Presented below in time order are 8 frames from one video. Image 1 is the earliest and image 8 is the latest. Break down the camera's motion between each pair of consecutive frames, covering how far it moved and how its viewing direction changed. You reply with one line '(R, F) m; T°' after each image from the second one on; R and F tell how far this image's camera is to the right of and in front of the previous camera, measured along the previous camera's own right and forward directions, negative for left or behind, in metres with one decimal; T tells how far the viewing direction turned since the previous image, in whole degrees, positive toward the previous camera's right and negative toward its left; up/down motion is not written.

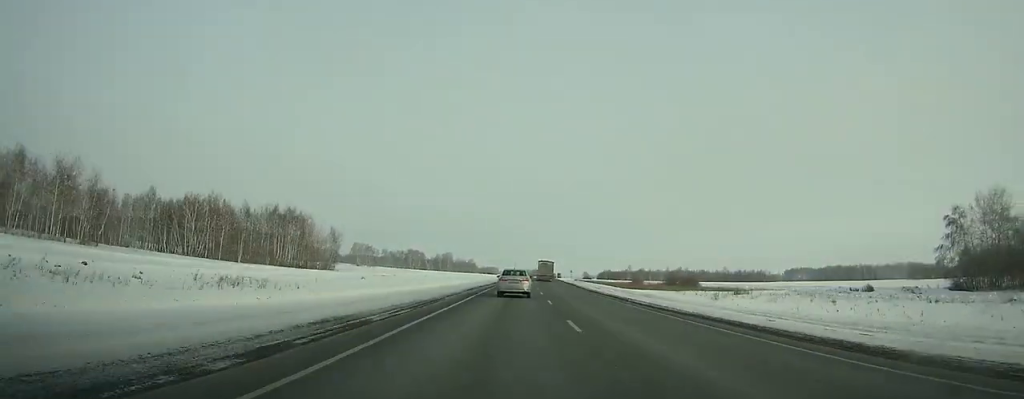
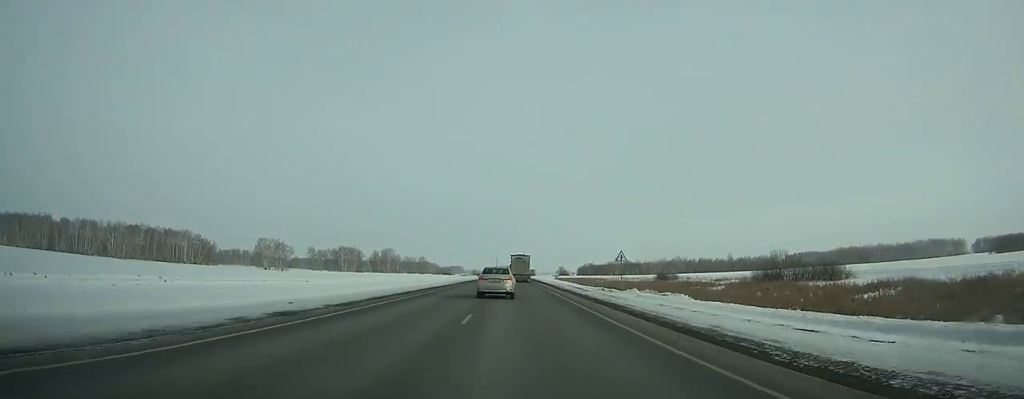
(+2.4, +118.3) m; +2°
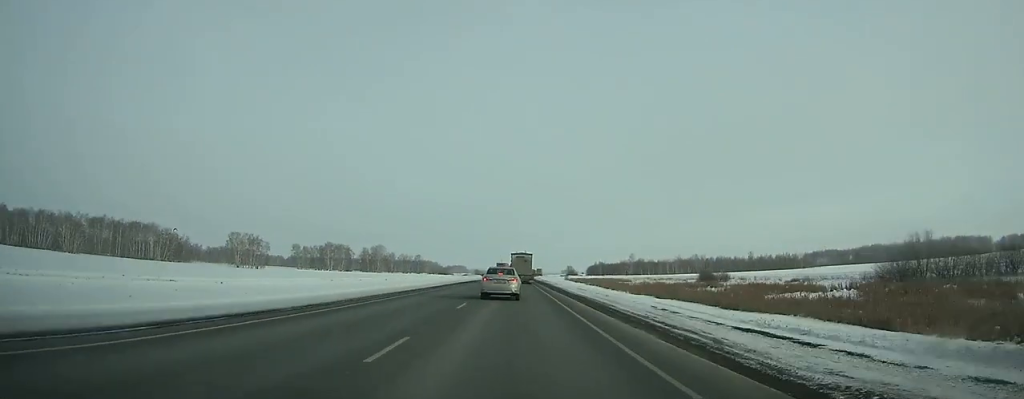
(-0.1, +41.5) m; 0°
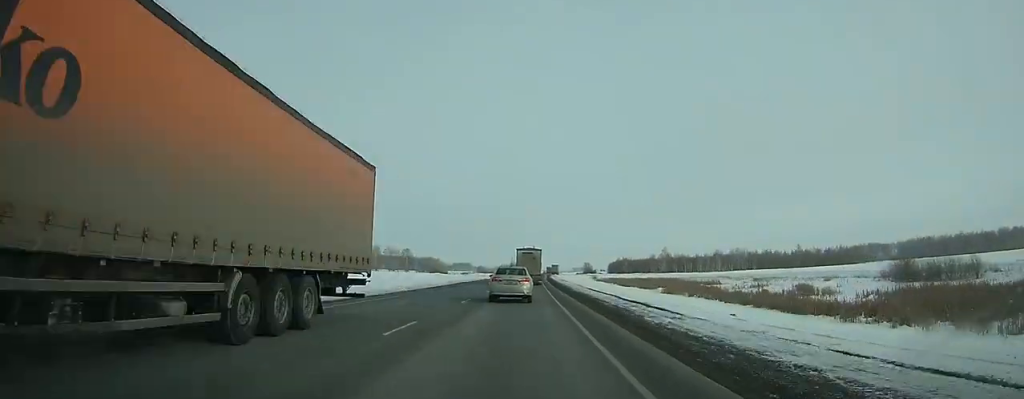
(-0.6, +80.0) m; 0°
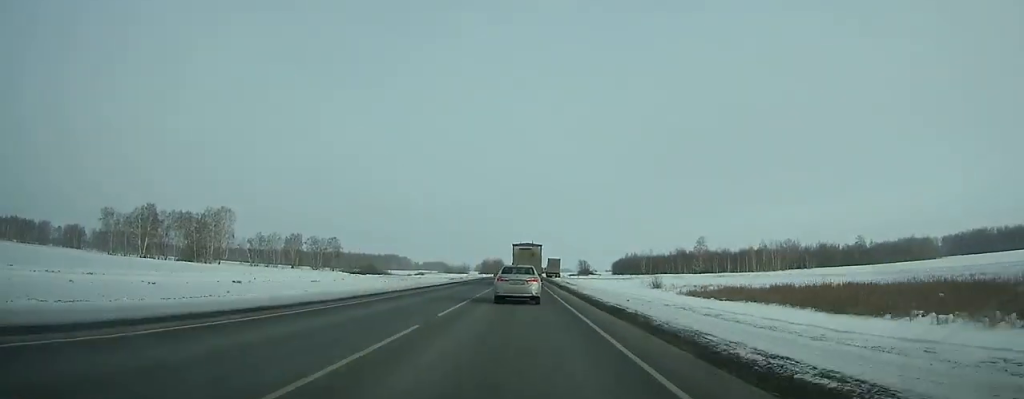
(+1.5, +114.0) m; +2°
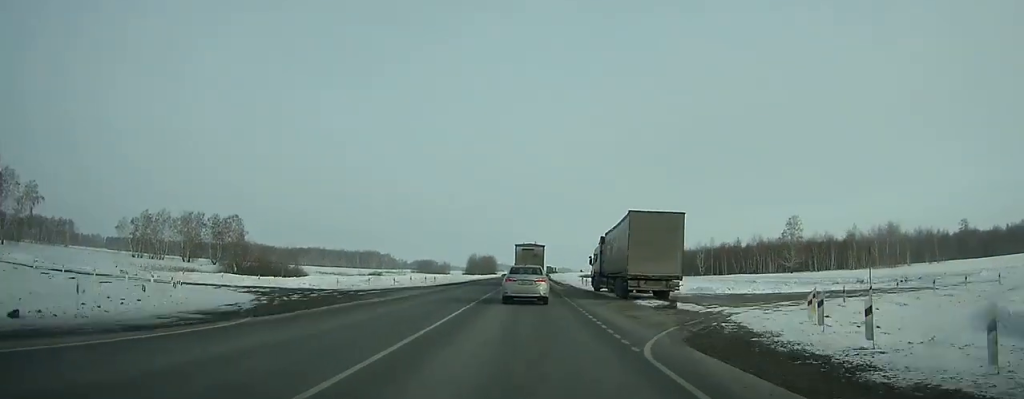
(+0.4, +95.6) m; 0°
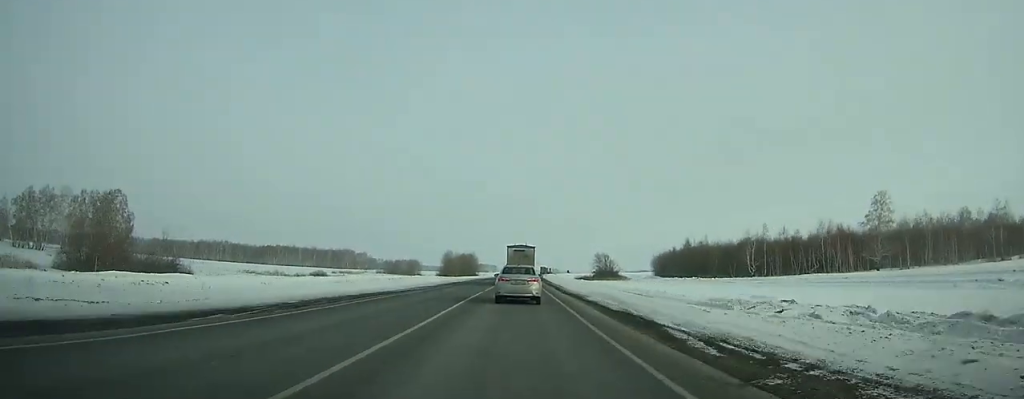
(+0.2, +52.5) m; 0°
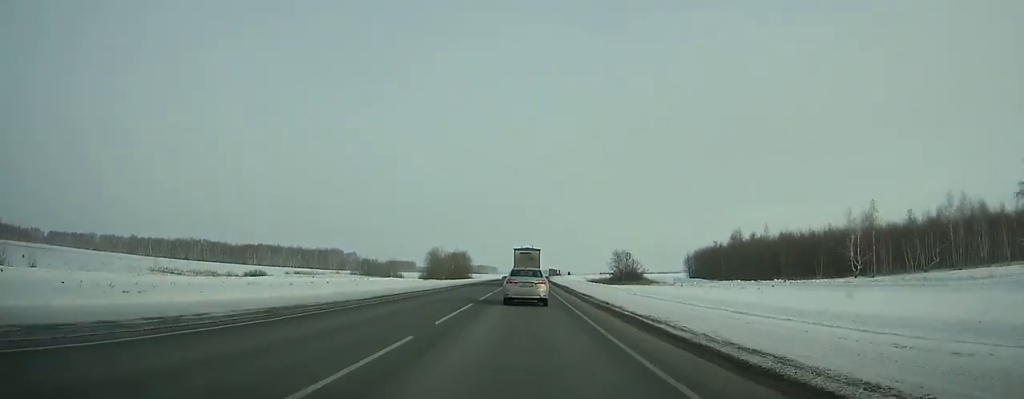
(+0.2, +45.7) m; +1°
